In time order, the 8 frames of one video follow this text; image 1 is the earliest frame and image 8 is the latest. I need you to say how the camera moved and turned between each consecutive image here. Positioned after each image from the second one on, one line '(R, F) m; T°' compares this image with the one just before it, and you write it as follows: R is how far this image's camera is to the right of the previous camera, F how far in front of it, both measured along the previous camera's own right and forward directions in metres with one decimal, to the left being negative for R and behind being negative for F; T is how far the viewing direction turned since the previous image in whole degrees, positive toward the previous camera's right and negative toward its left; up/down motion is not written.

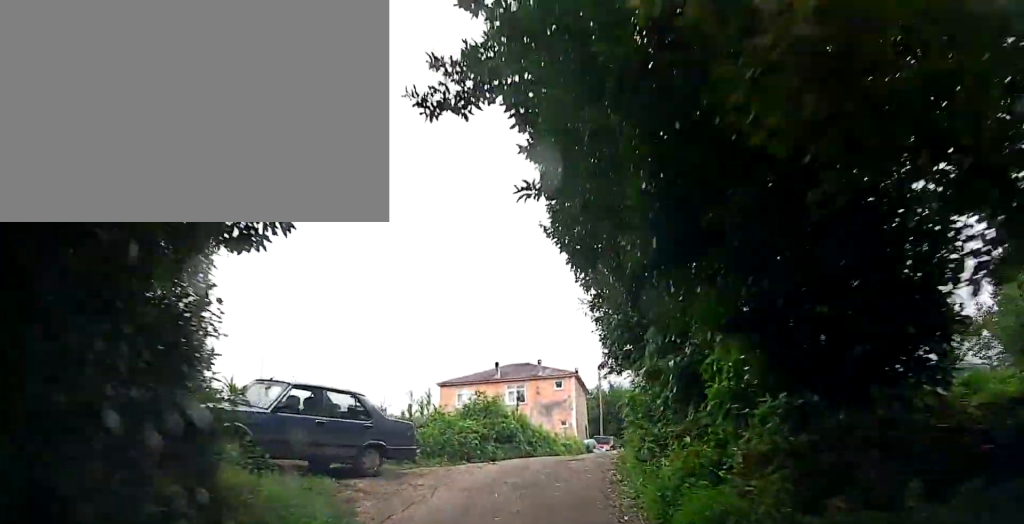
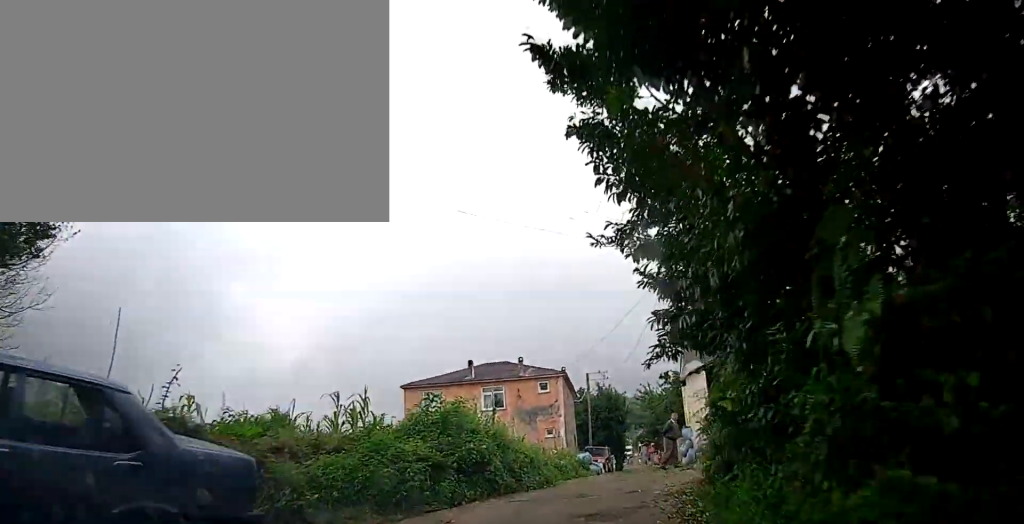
(+0.1, +5.4) m; +1°
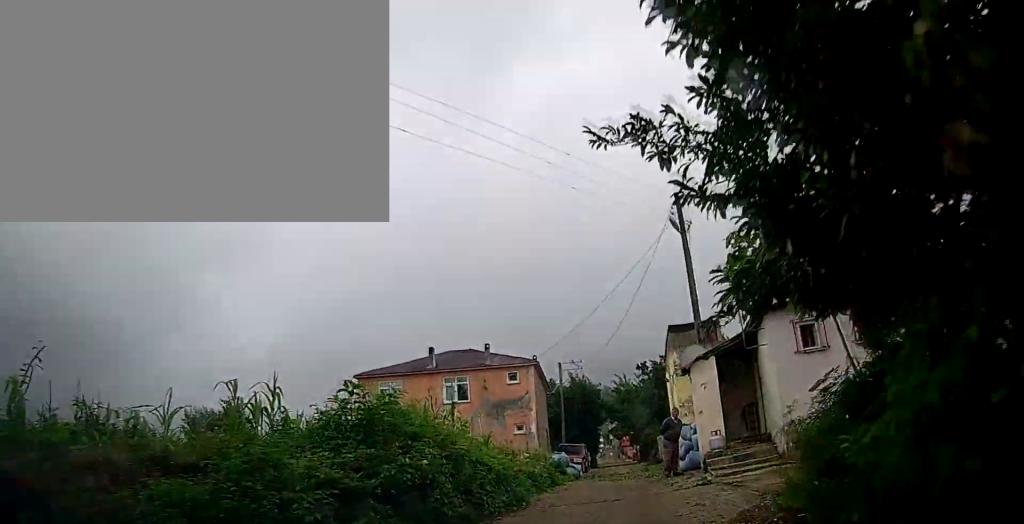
(0.0, +3.4) m; 0°
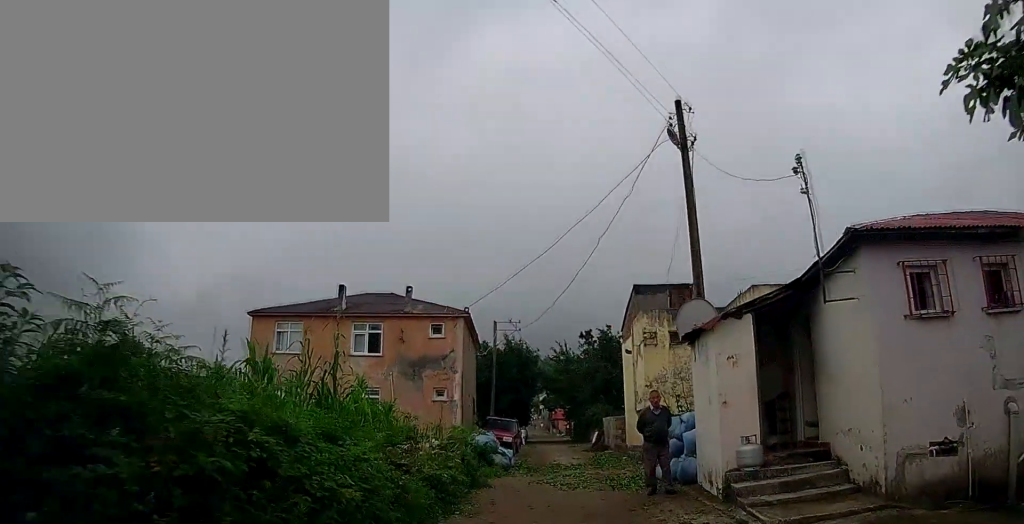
(0.0, +5.2) m; +2°
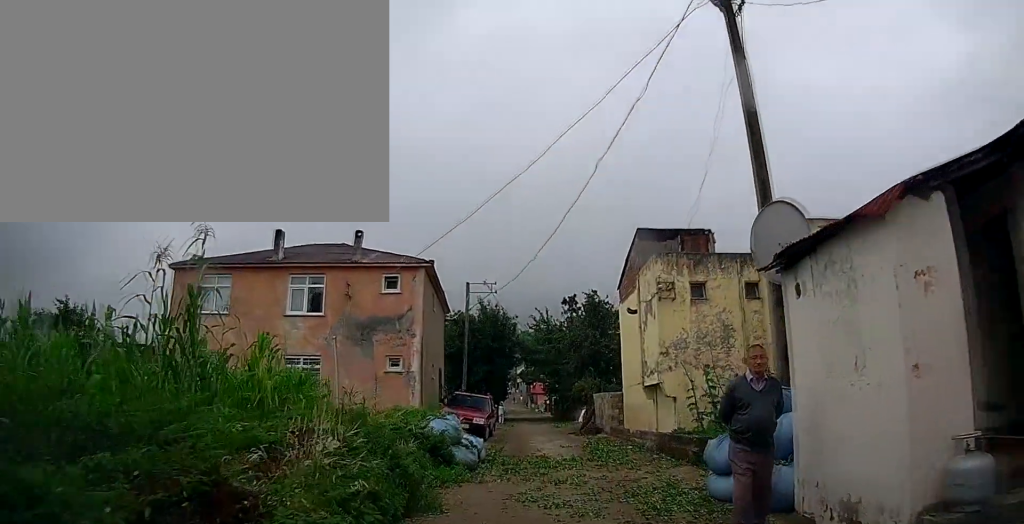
(+0.2, +4.5) m; +5°
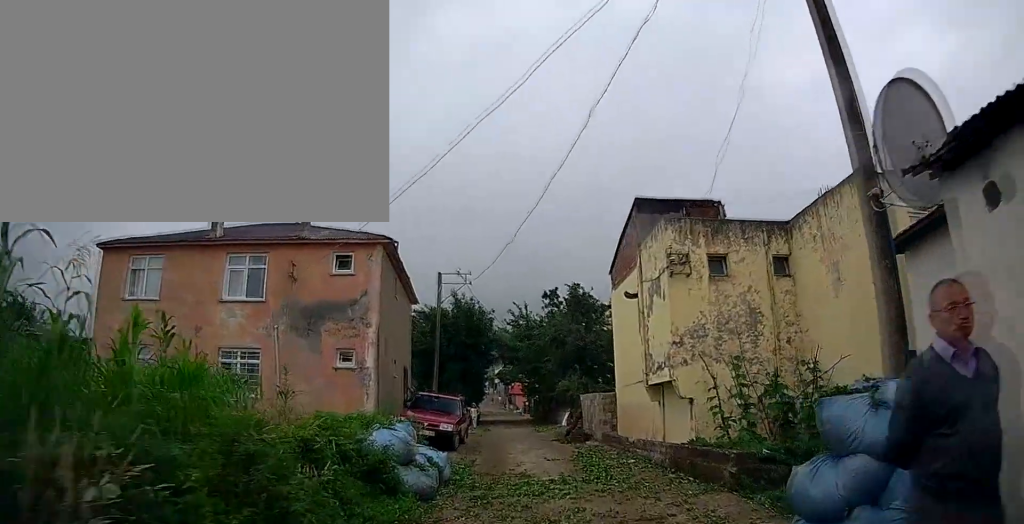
(+0.1, +2.9) m; +3°
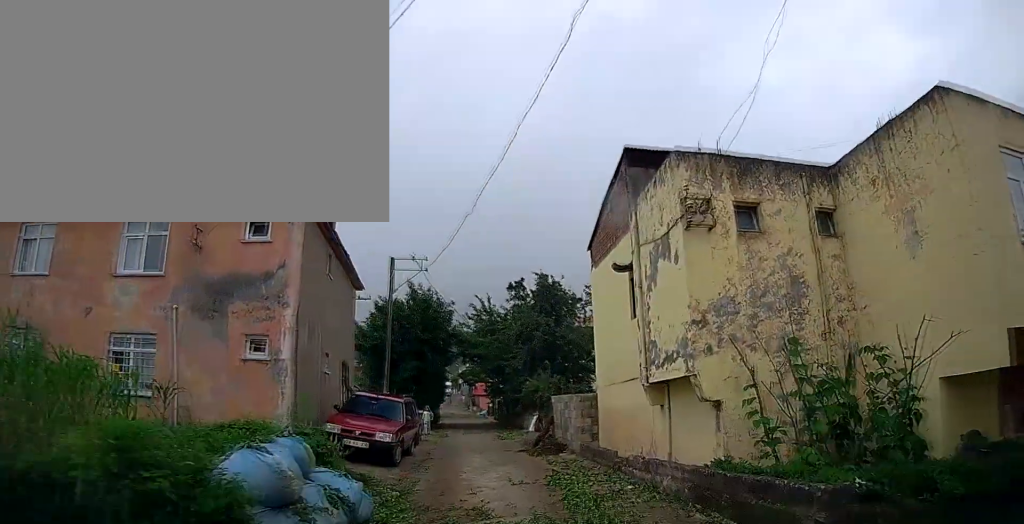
(+0.1, +3.3) m; +3°
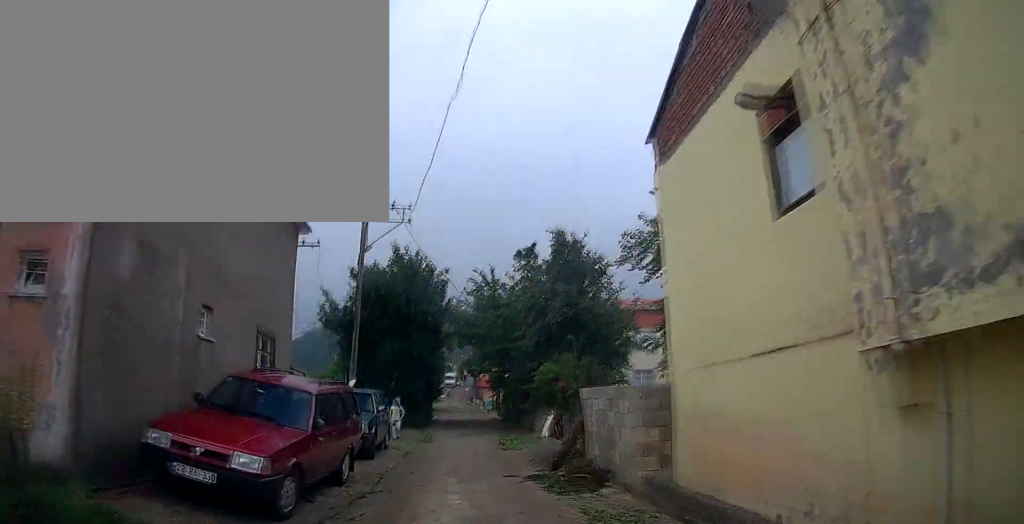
(+0.2, +6.3) m; -1°
